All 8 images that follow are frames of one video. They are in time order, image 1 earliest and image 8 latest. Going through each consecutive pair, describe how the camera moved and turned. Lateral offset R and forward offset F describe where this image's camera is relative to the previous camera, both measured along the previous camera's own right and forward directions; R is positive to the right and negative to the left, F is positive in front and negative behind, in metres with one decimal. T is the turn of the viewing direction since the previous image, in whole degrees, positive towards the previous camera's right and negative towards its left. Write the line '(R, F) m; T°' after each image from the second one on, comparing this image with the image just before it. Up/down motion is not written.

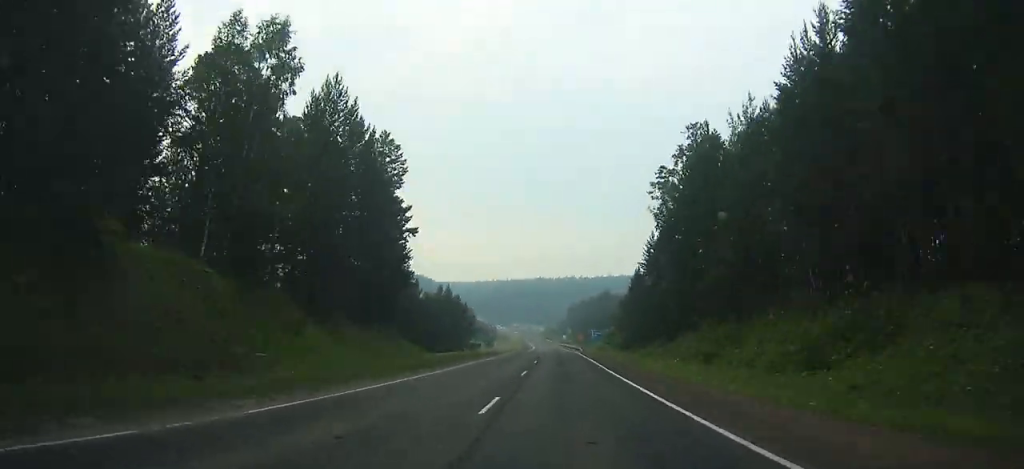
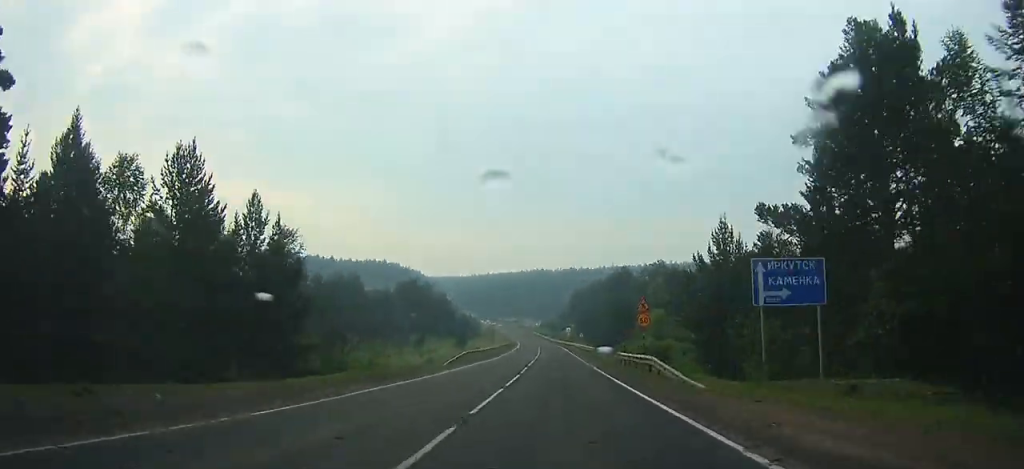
(+0.2, +73.6) m; -1°
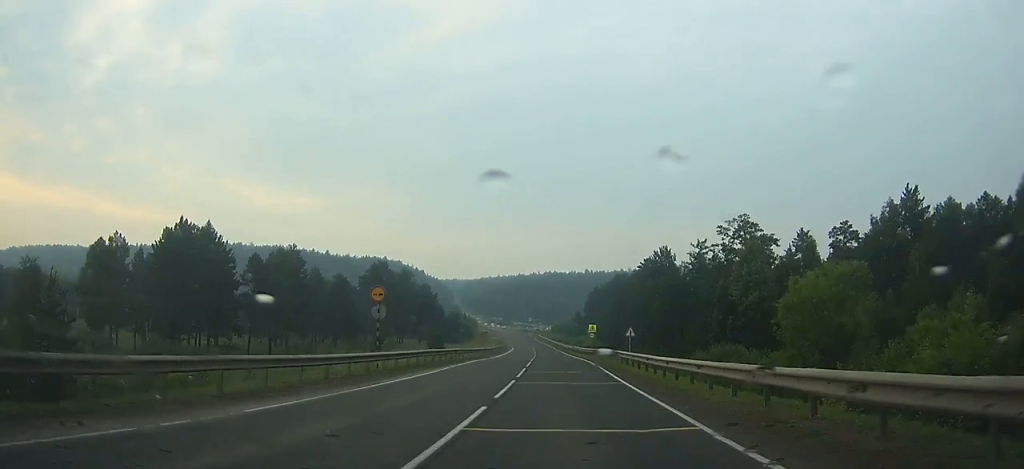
(-0.7, +52.4) m; -1°
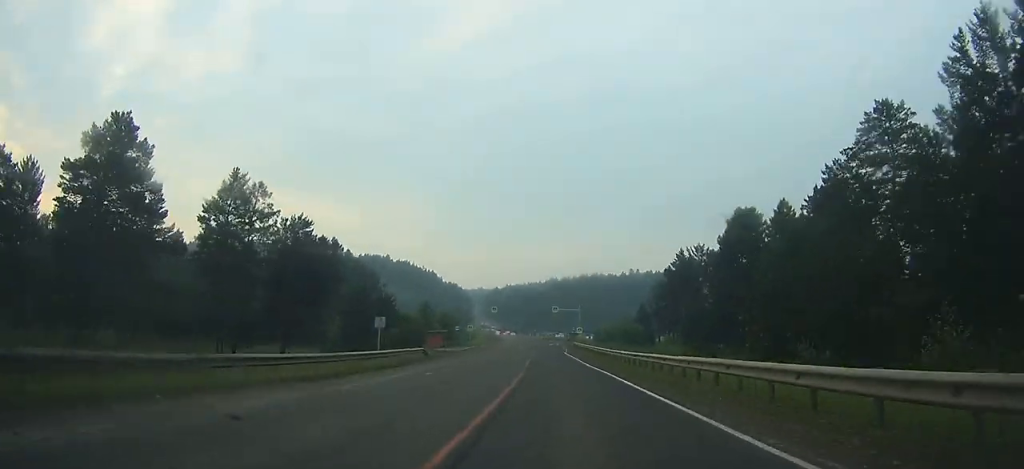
(-2.9, +110.0) m; -4°
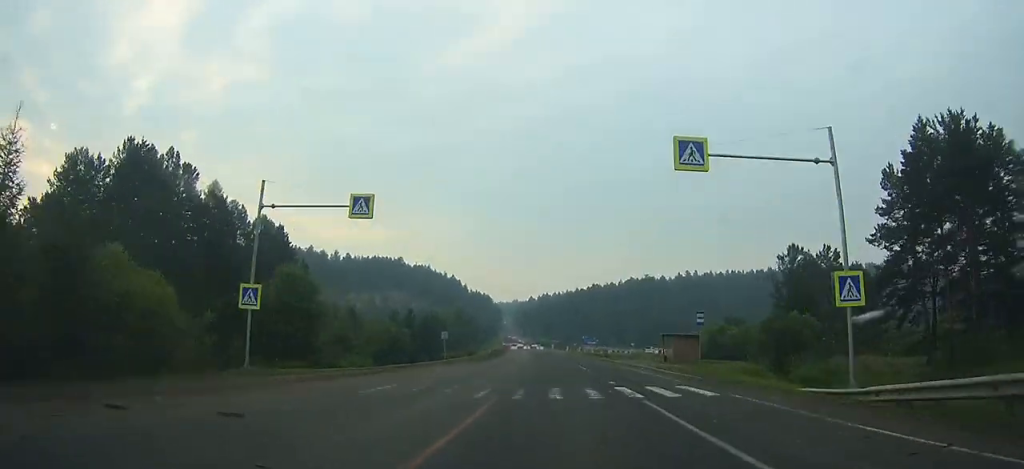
(-2.9, +78.6) m; -3°
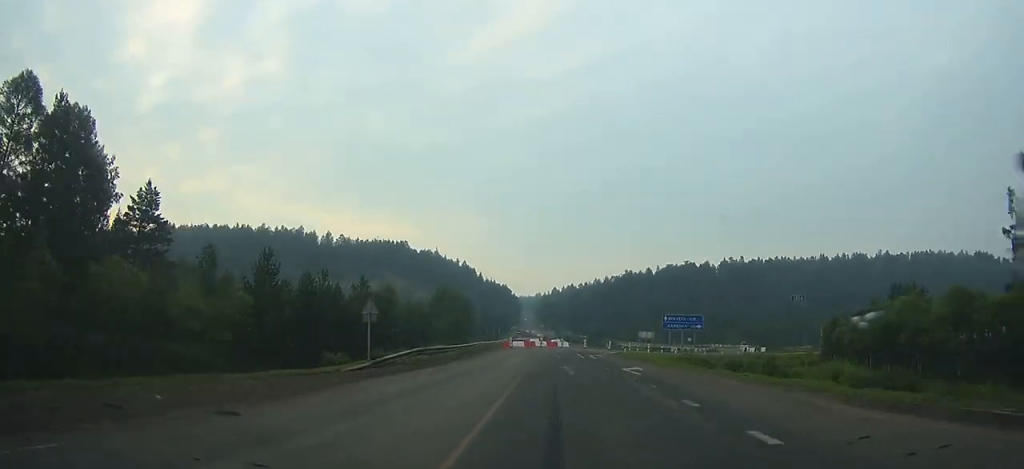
(-1.2, +56.6) m; 0°
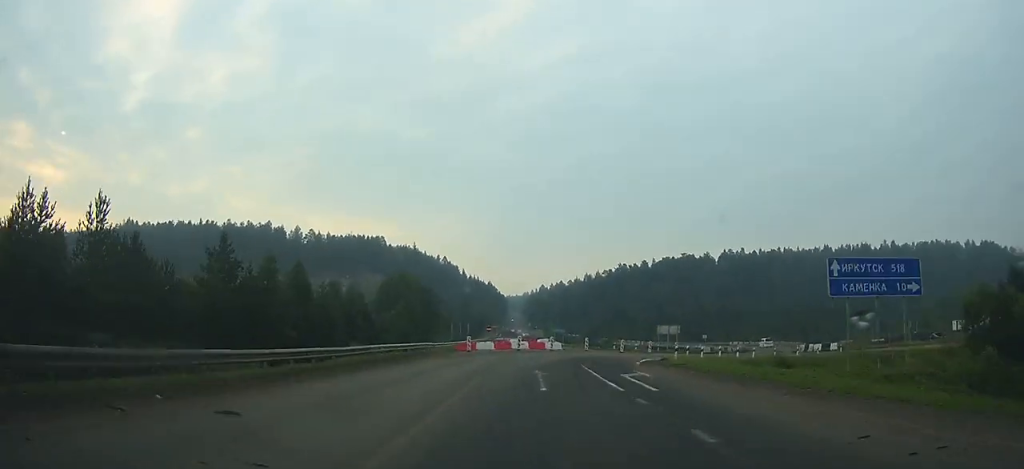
(-0.7, +25.7) m; +1°
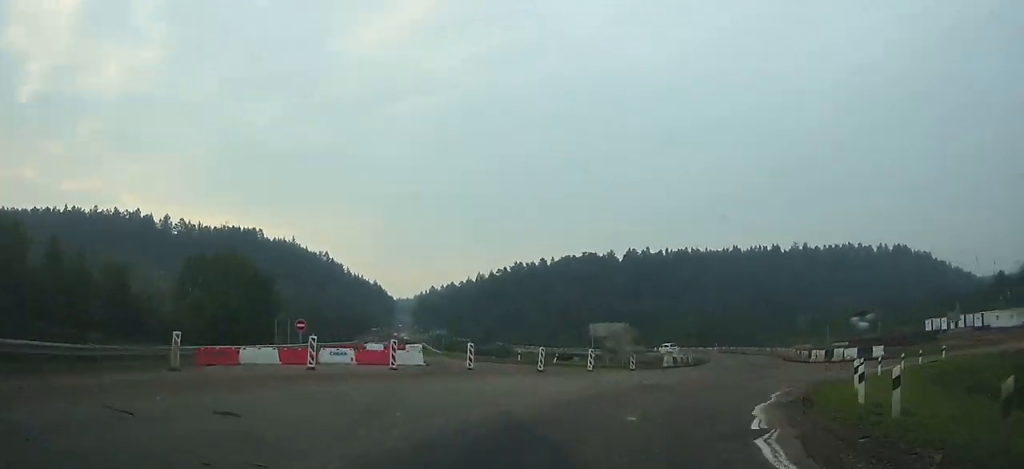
(+1.7, +25.0) m; +9°
